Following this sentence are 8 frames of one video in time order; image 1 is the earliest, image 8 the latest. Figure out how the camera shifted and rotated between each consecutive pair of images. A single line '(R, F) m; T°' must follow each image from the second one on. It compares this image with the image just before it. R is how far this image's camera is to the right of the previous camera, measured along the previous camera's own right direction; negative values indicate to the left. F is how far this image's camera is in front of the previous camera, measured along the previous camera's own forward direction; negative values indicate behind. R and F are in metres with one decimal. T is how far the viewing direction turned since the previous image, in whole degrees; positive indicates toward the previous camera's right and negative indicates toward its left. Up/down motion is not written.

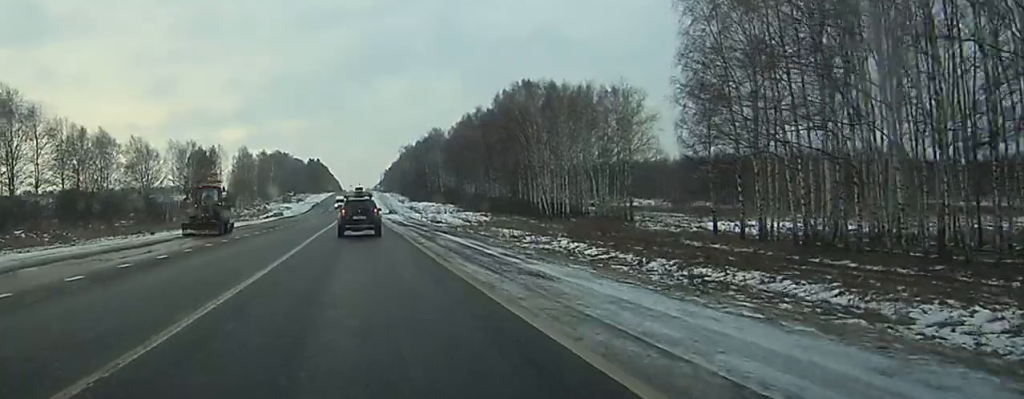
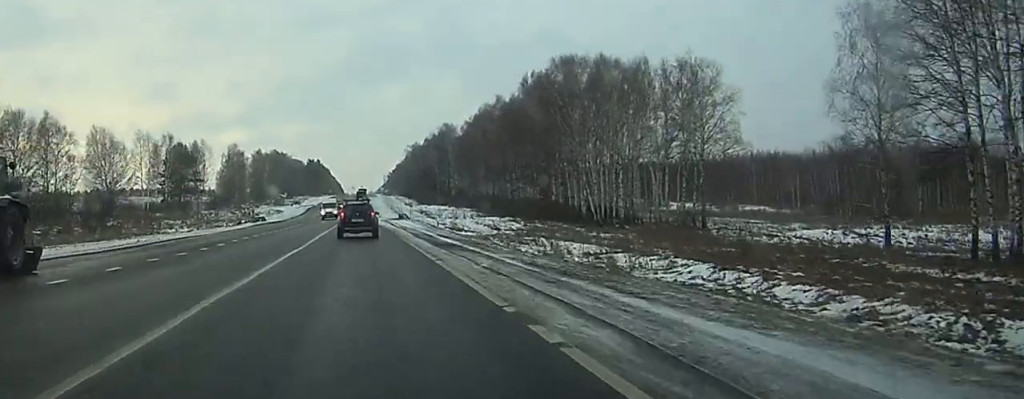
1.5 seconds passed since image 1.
(0.0, +28.7) m; 0°
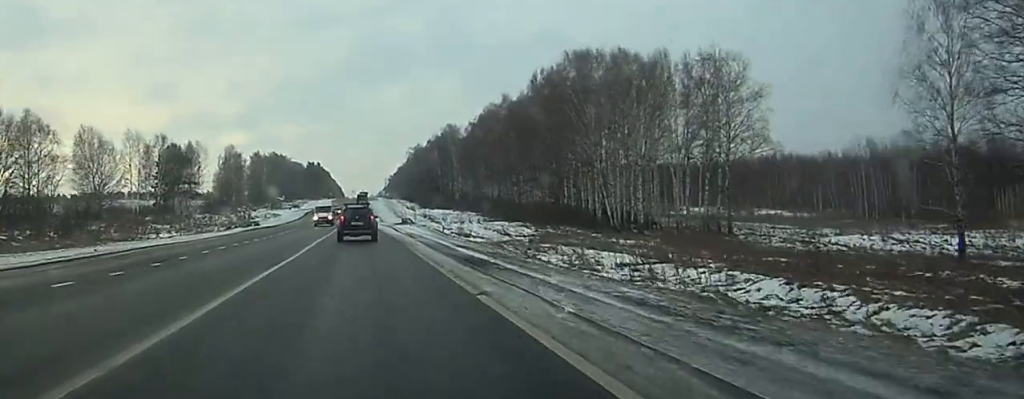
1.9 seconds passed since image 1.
(0.0, +7.7) m; 0°
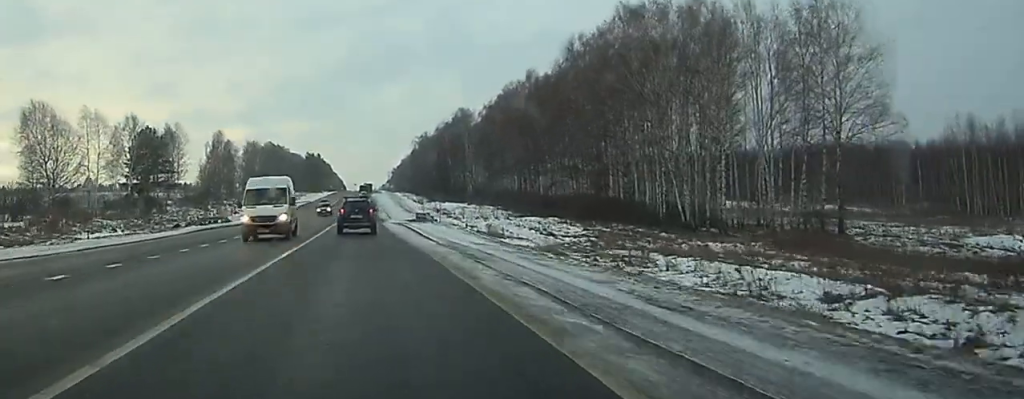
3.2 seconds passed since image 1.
(-0.1, +24.2) m; 0°
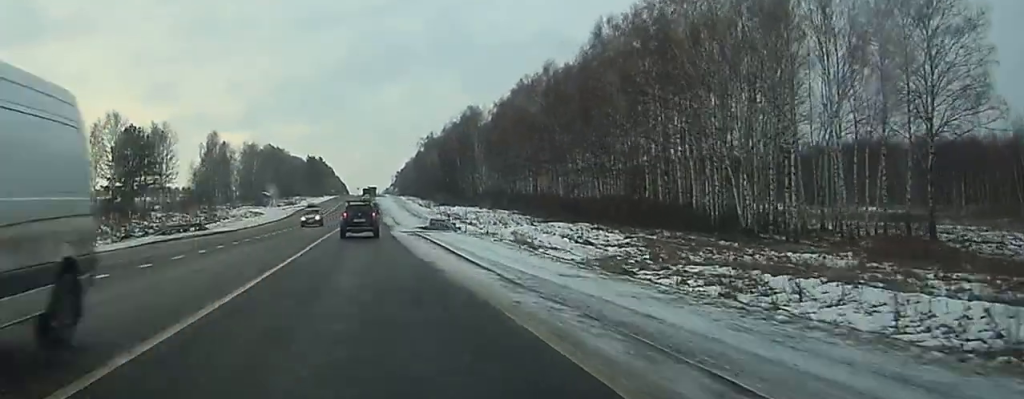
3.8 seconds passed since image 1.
(0.0, +13.3) m; 0°
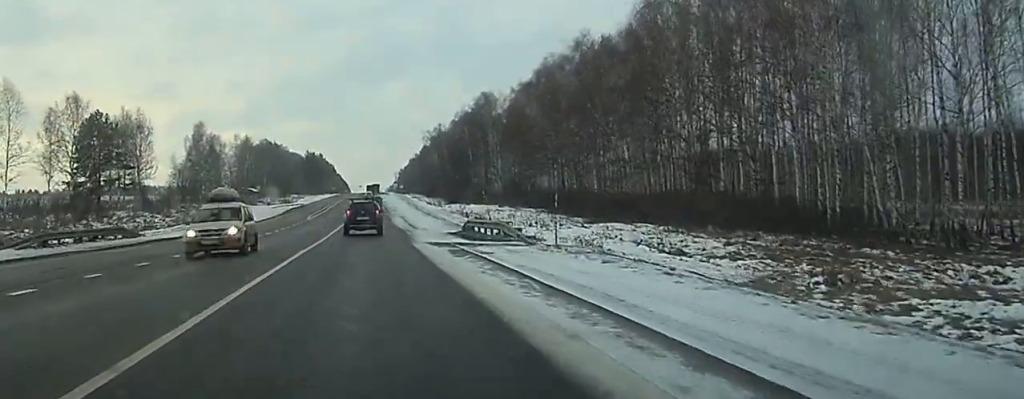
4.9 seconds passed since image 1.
(+0.2, +20.9) m; 0°
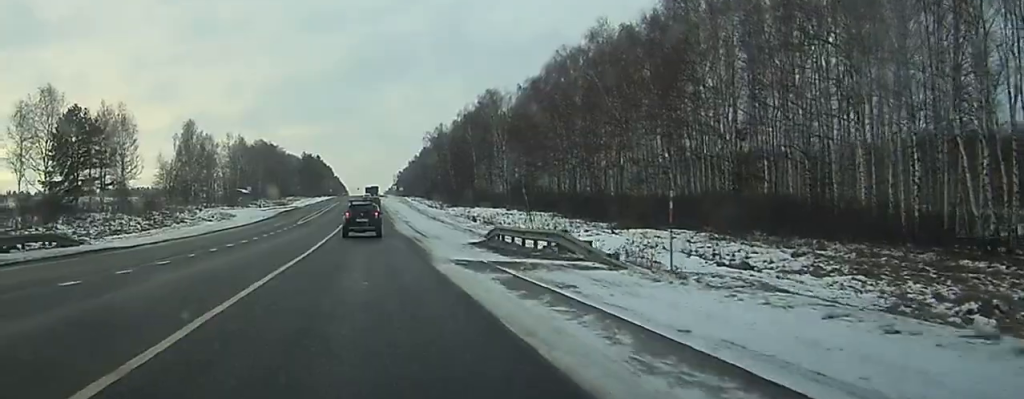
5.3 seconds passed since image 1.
(+0.1, +9.5) m; -1°
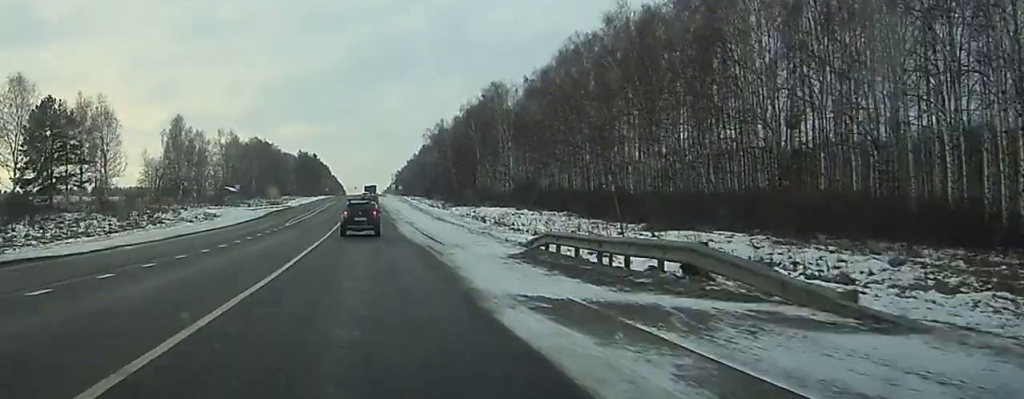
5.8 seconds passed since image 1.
(0.0, +9.5) m; -1°
